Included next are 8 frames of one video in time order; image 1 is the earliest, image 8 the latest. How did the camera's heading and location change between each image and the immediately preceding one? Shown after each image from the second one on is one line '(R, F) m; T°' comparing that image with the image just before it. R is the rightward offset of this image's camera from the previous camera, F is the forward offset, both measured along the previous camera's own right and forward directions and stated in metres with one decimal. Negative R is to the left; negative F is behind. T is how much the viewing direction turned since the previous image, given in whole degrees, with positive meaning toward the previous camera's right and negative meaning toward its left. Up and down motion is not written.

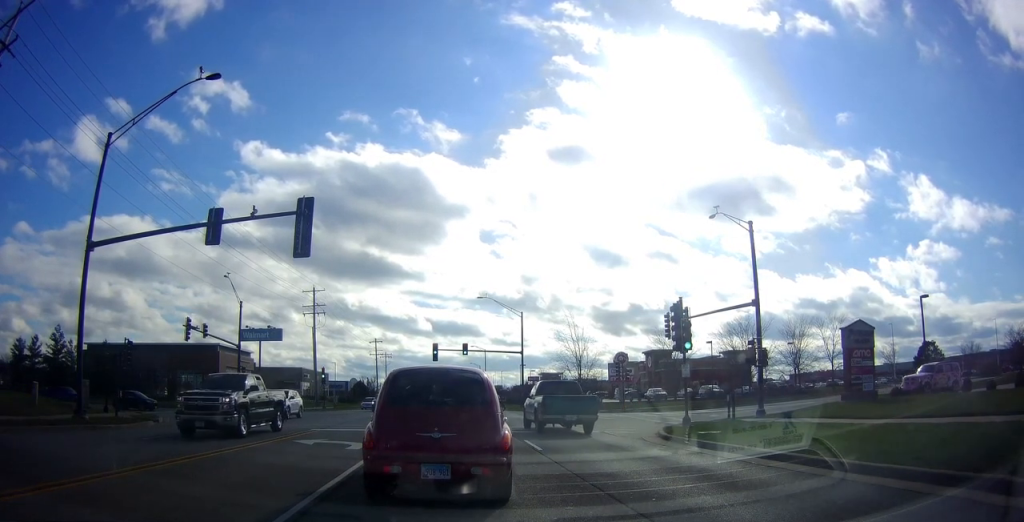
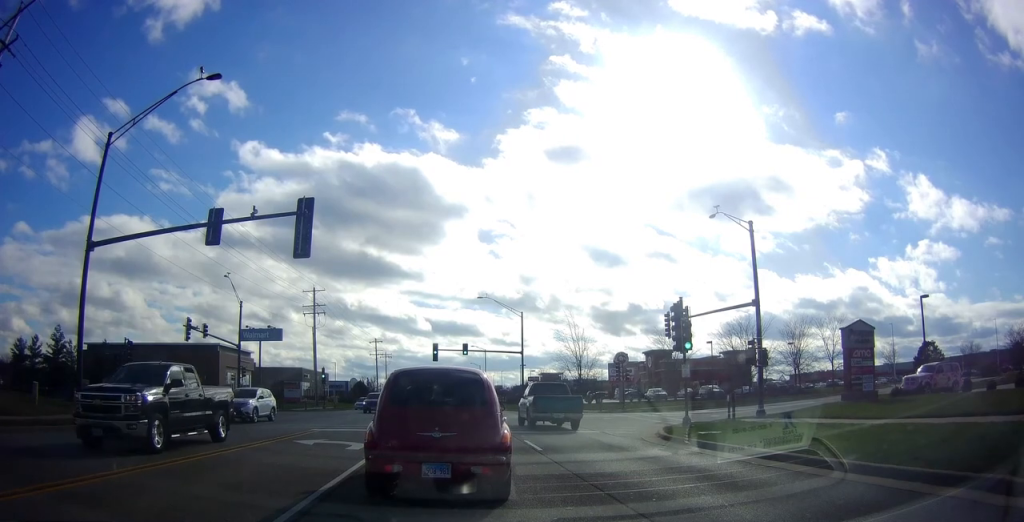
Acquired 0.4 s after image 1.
(0.0, 0.0) m; 0°
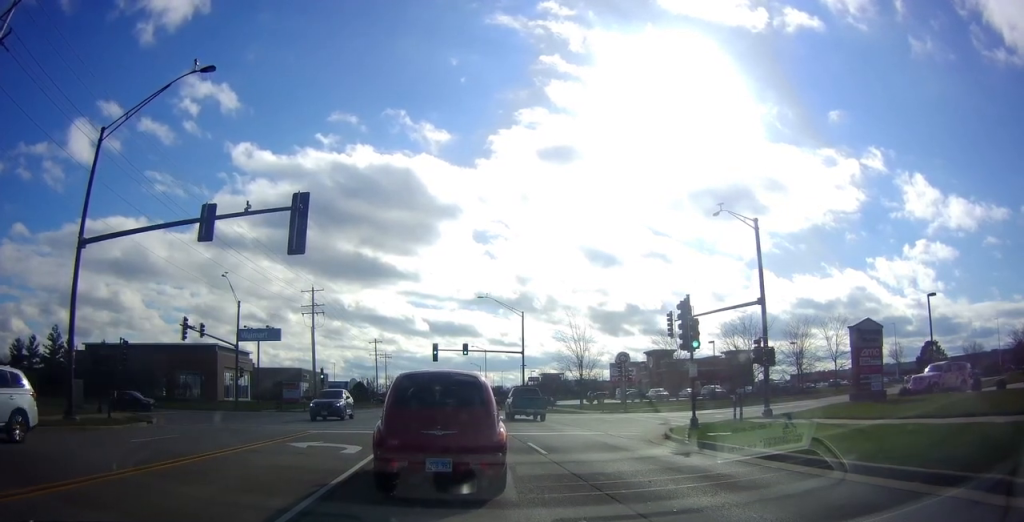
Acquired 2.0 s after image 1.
(0.0, 0.0) m; 0°
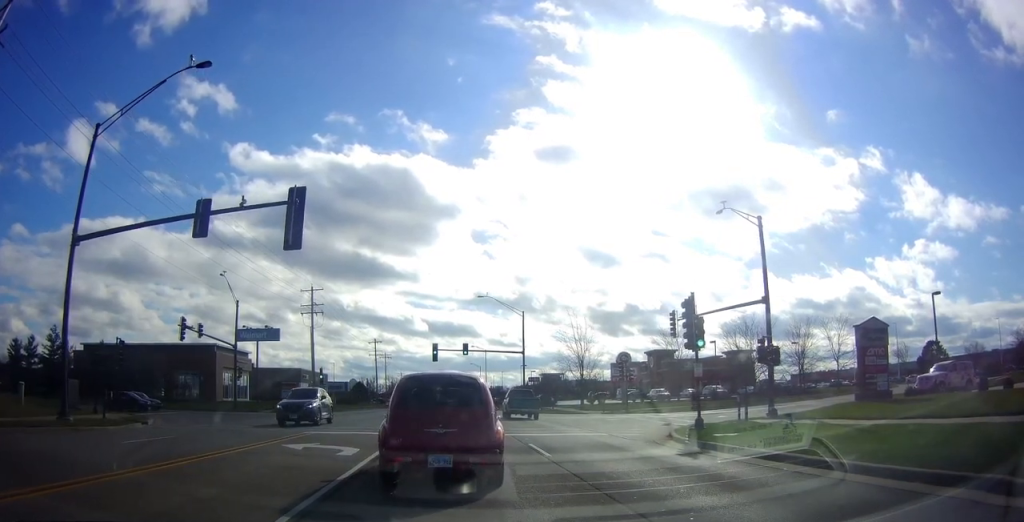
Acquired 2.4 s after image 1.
(0.0, 0.0) m; 0°
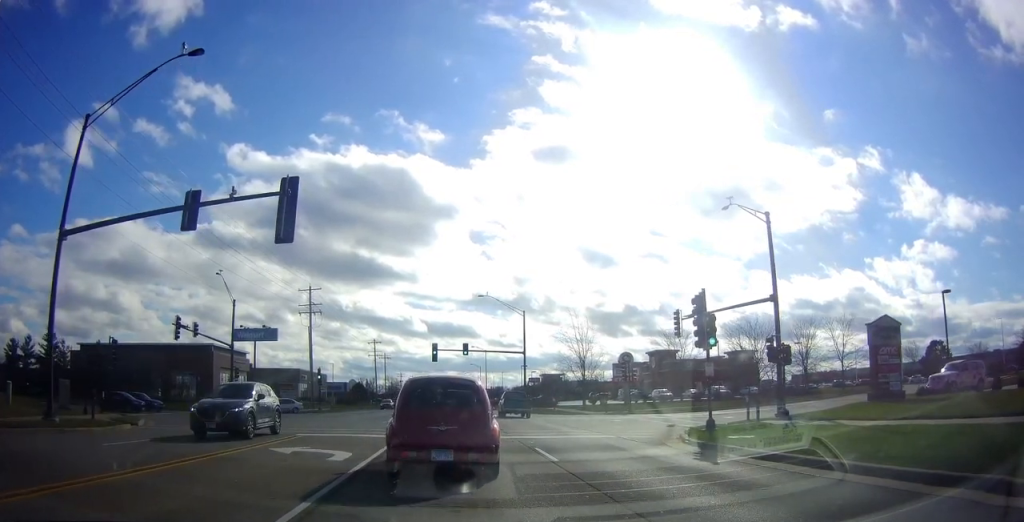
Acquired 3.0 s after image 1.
(0.0, +0.1) m; 0°
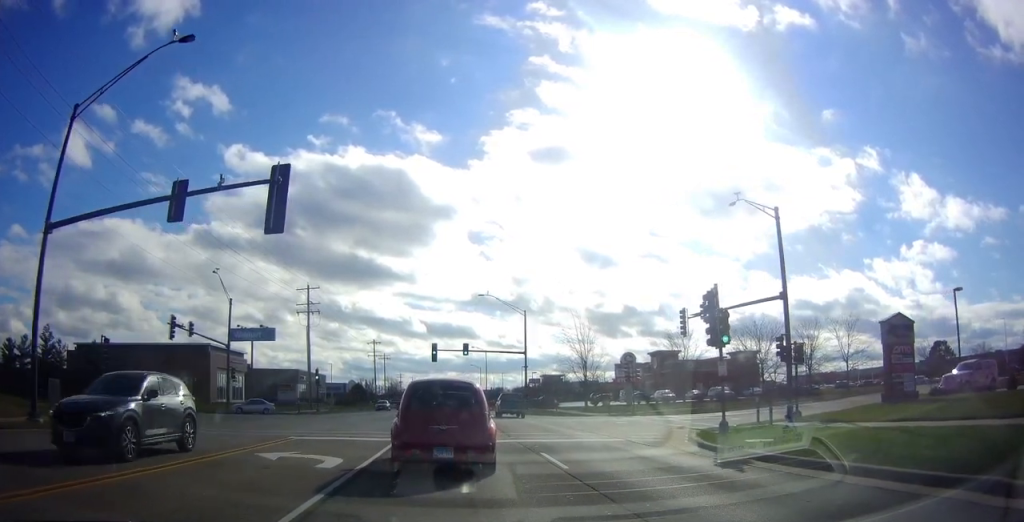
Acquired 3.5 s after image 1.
(0.0, +0.1) m; 0°
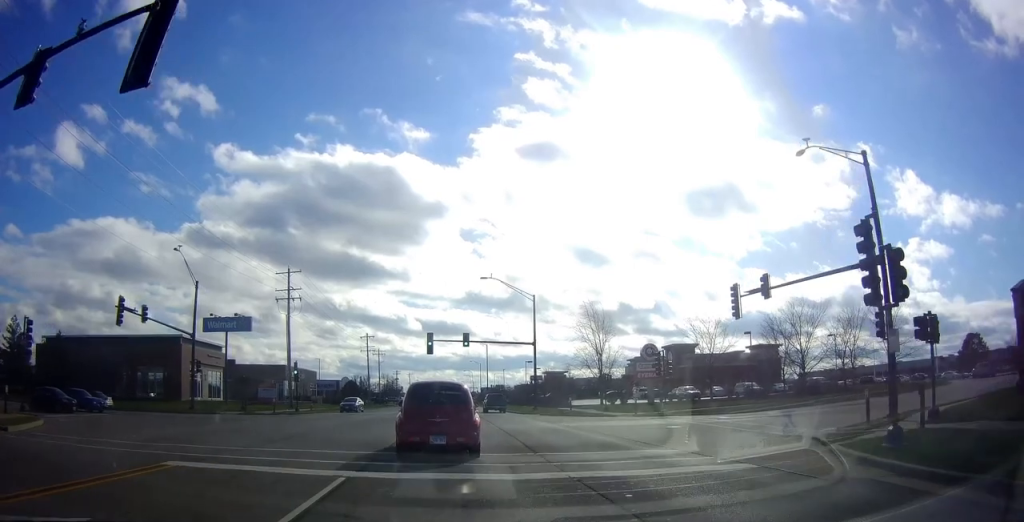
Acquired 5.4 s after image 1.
(-0.2, +4.6) m; -2°
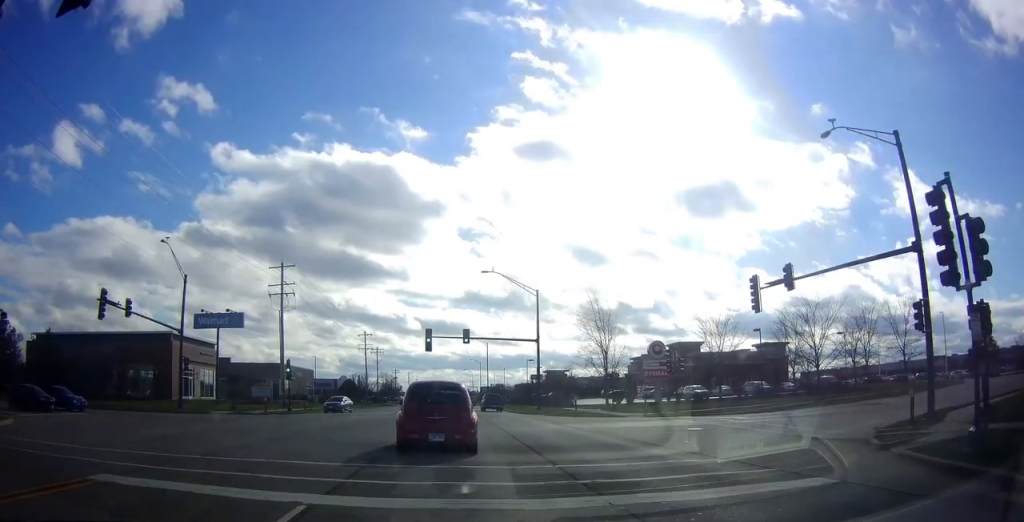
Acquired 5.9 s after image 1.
(0.0, +1.9) m; 0°
